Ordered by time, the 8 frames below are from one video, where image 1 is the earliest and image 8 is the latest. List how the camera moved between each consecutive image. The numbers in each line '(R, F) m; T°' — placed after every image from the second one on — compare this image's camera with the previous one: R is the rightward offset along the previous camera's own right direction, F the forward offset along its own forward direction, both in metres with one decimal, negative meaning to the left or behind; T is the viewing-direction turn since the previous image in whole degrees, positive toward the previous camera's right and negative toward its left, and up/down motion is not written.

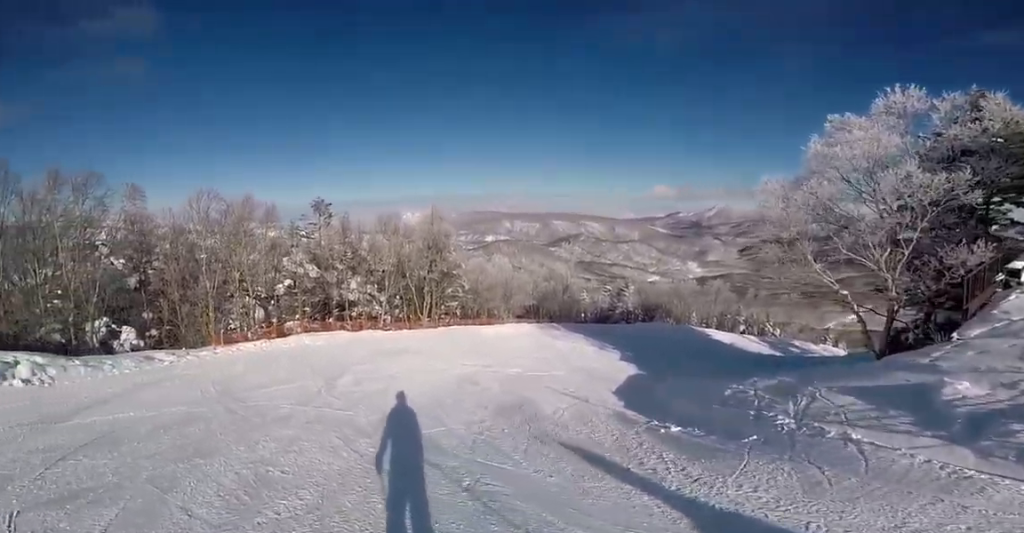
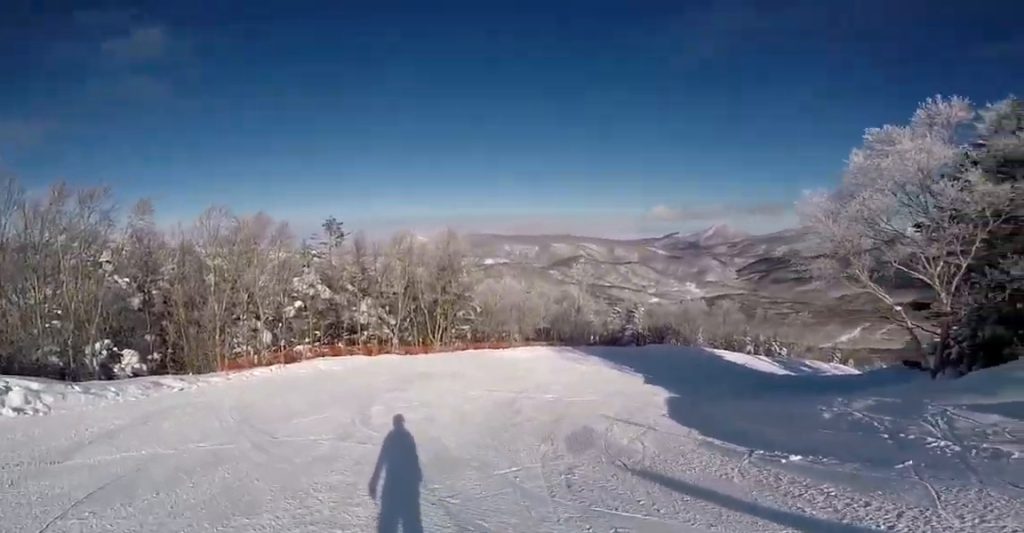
(+0.1, +2.0) m; +9°
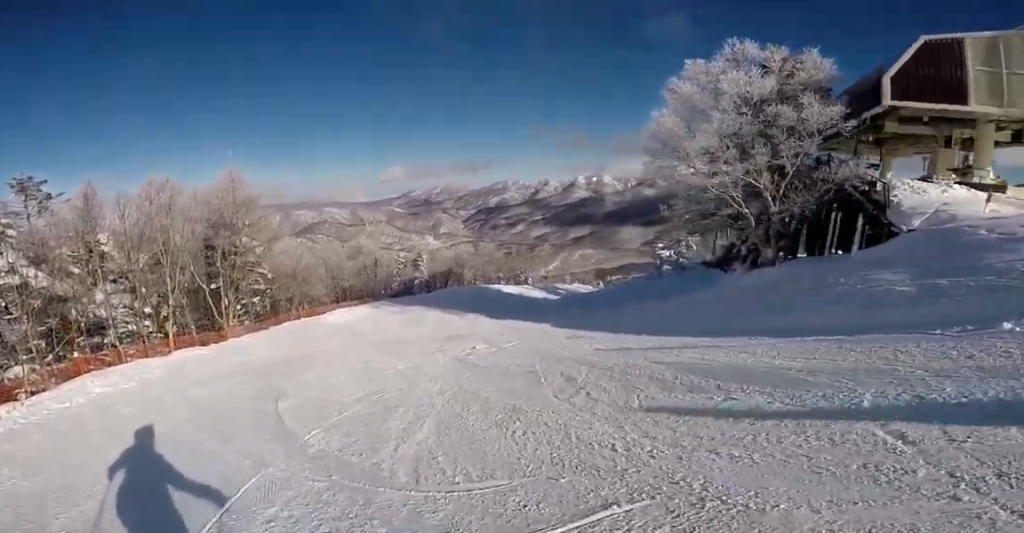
(+1.3, +5.2) m; +46°
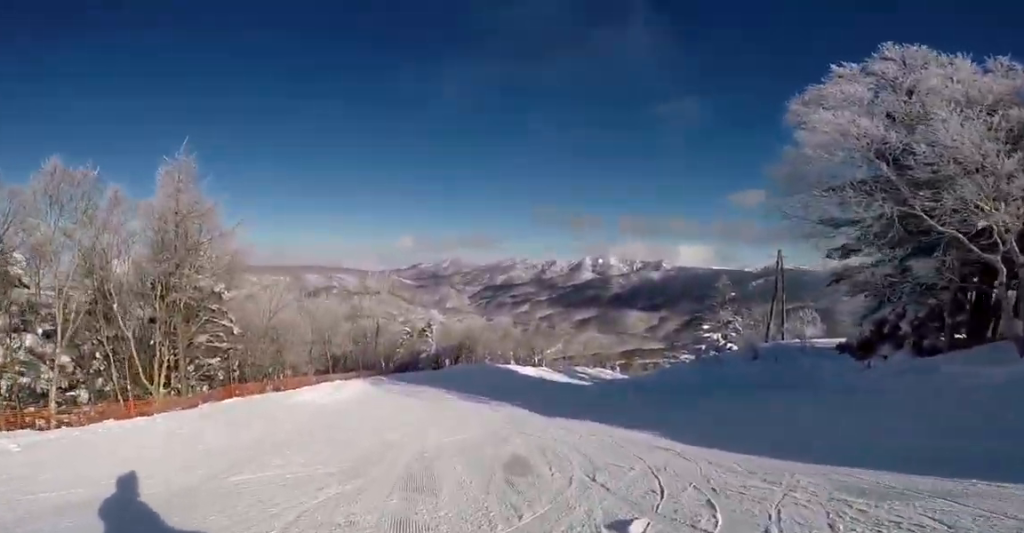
(+0.5, +7.7) m; +2°
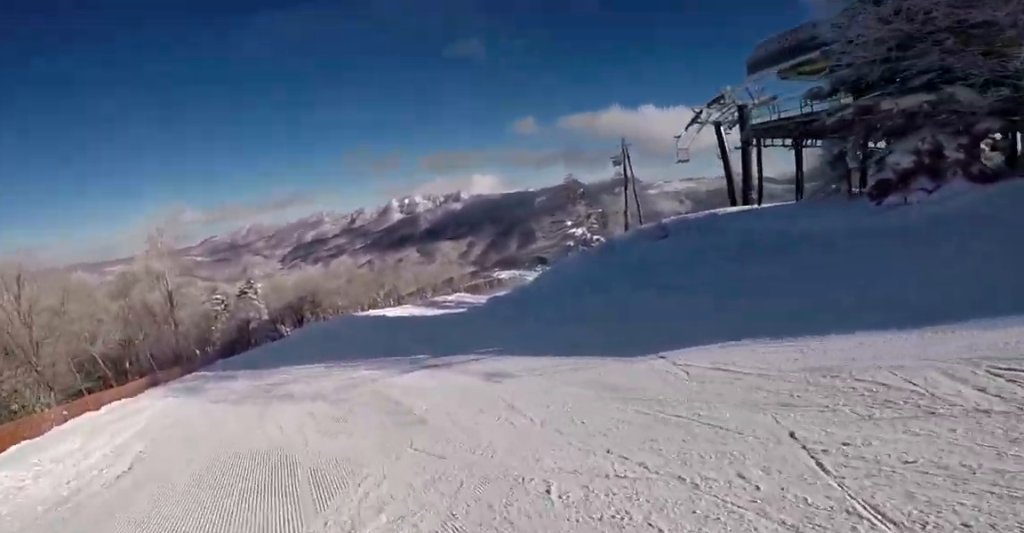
(+1.3, +8.7) m; +13°
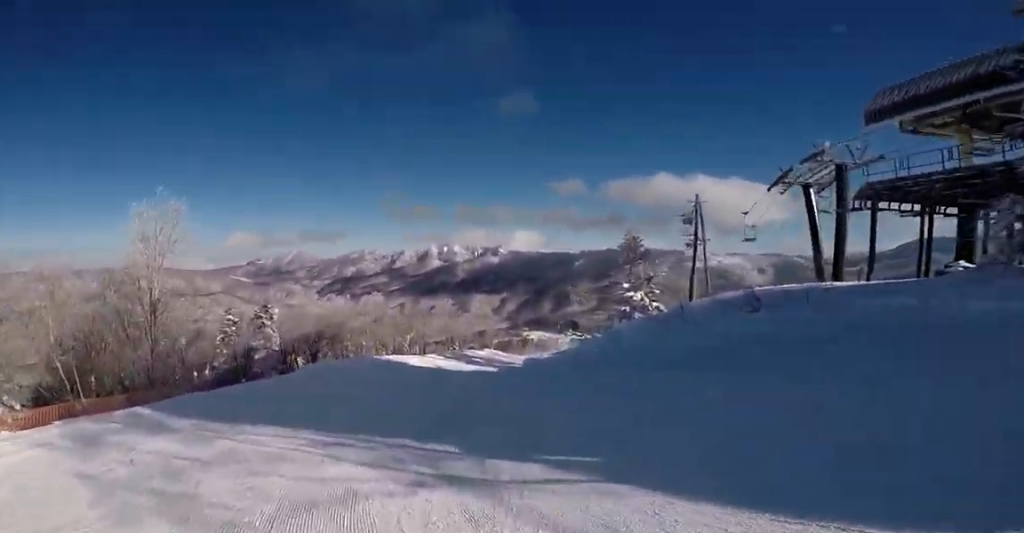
(-0.3, +4.3) m; +3°
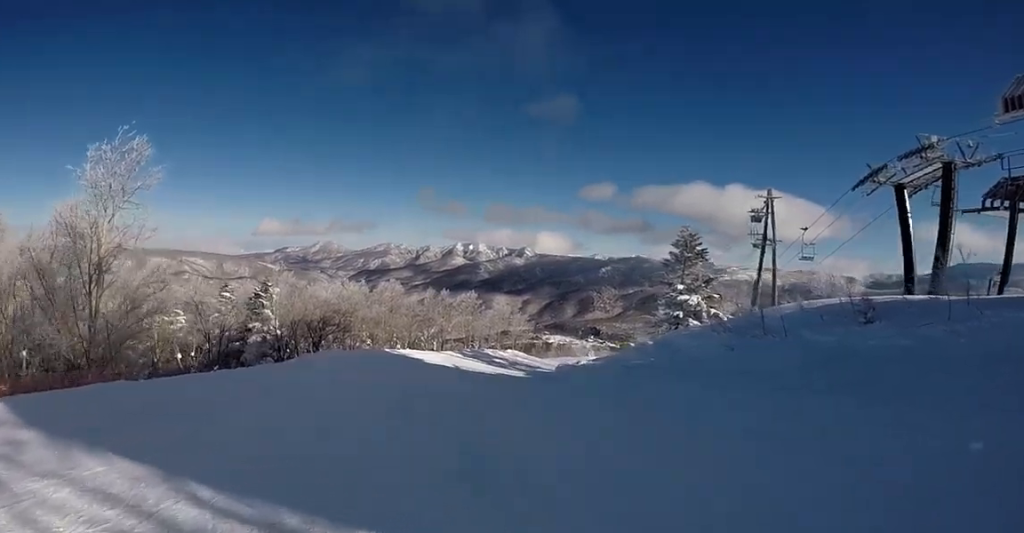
(+0.5, +4.3) m; +10°
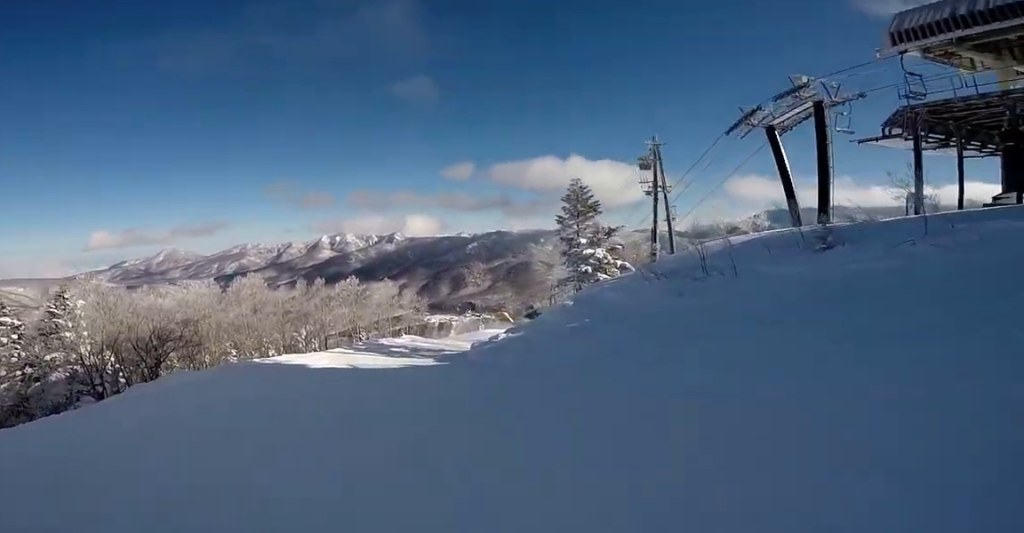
(+0.5, +4.8) m; +2°
